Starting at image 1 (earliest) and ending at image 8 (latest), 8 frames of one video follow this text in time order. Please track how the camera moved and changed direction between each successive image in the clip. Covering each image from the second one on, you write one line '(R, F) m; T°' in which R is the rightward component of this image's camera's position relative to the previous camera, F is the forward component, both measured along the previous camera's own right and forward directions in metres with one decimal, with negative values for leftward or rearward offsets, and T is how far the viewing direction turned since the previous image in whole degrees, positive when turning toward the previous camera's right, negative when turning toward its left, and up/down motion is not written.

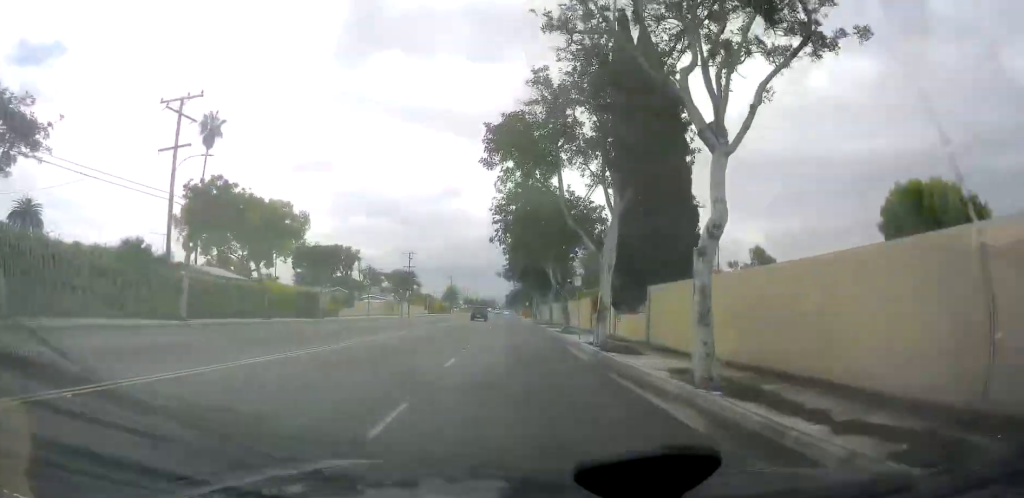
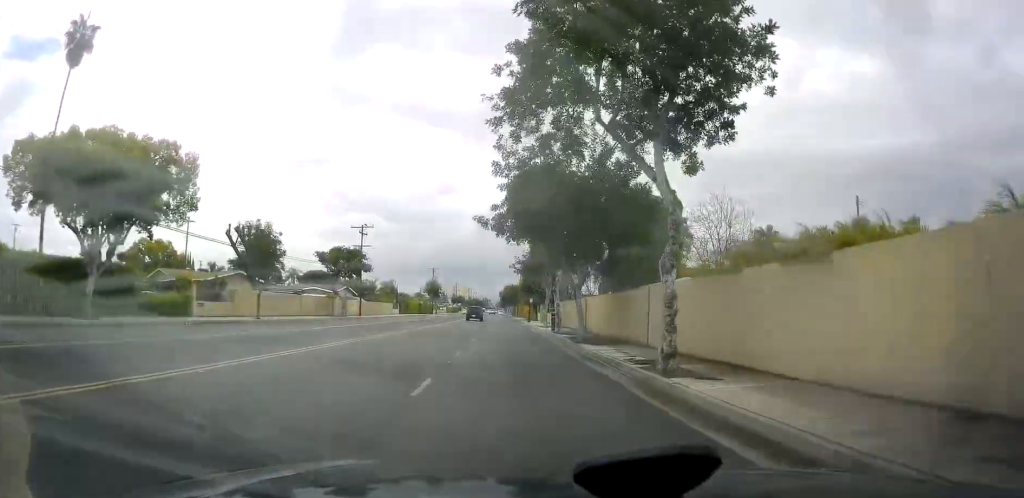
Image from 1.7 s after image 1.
(+0.8, +33.4) m; +1°
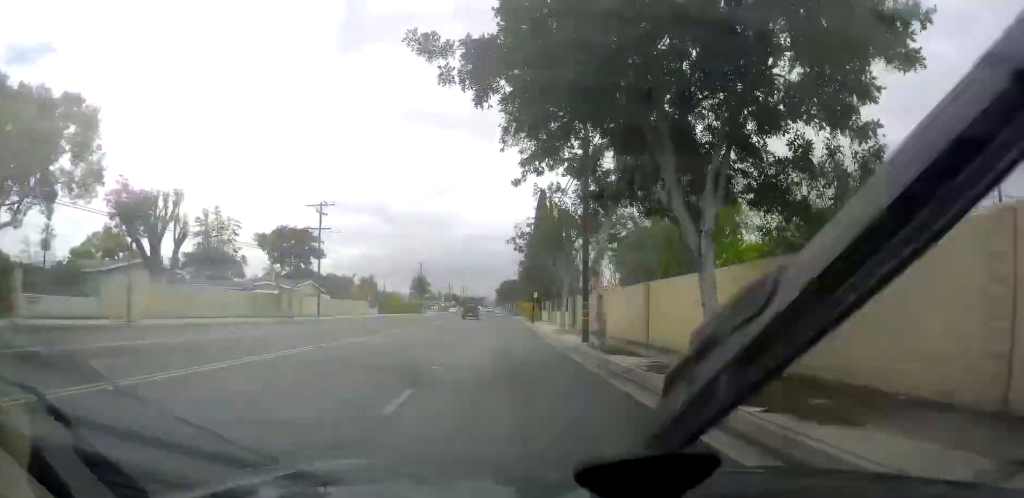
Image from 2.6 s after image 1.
(-0.4, +16.3) m; -2°
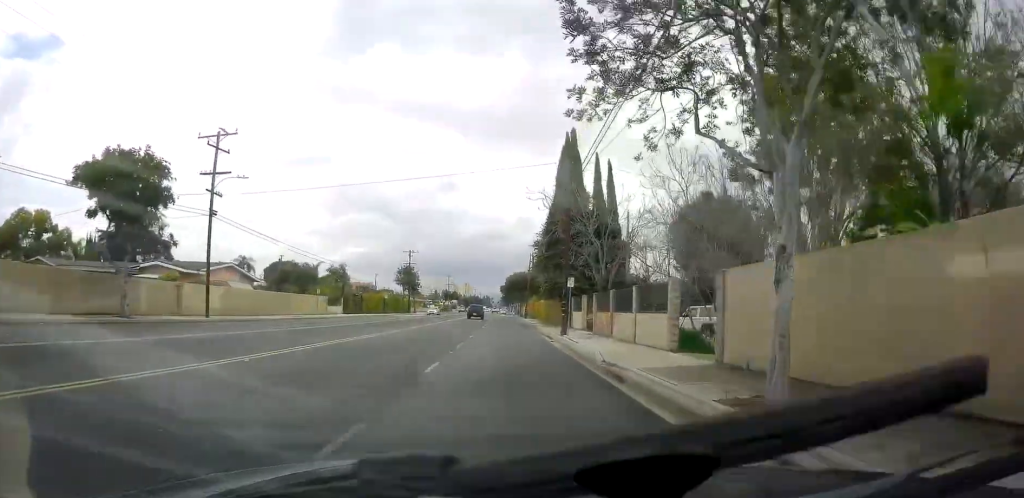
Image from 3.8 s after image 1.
(-0.7, +24.9) m; -1°
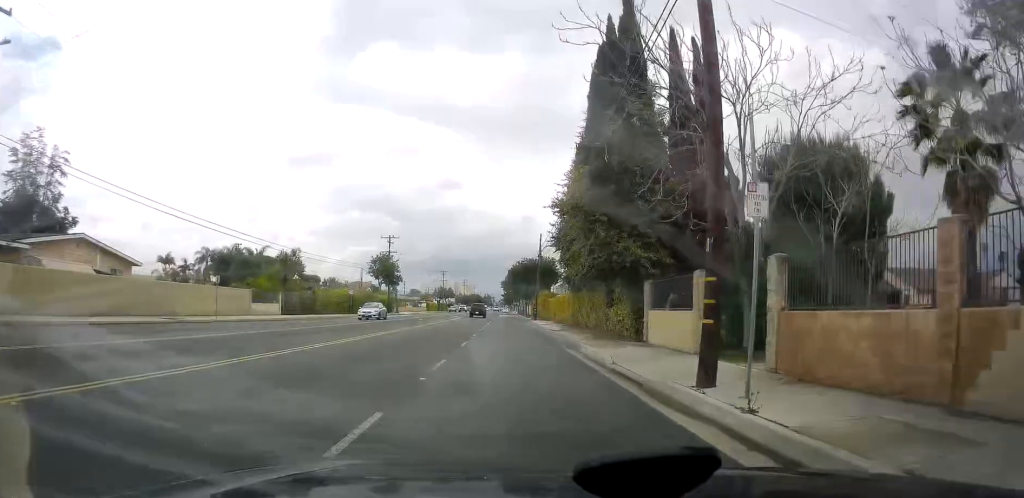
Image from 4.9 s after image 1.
(+0.6, +21.6) m; +2°
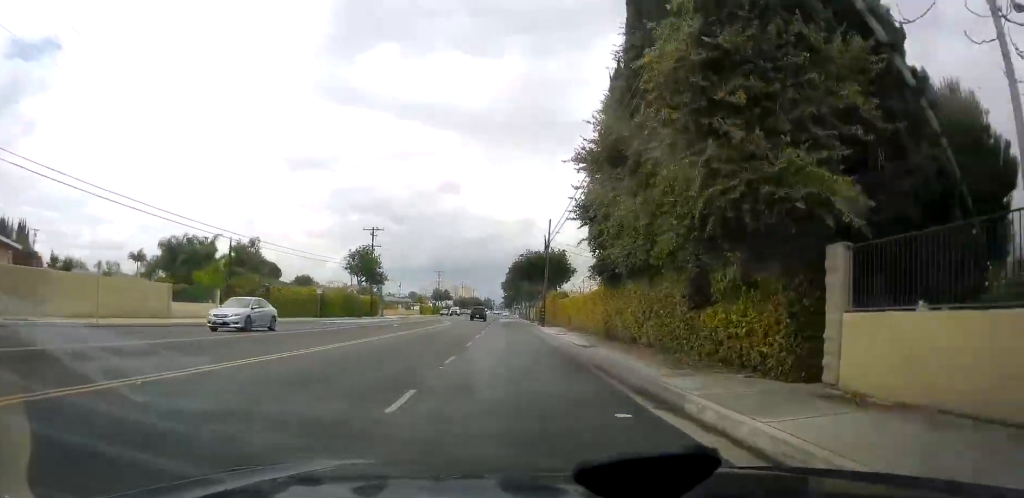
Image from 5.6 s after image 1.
(0.0, +12.4) m; 0°
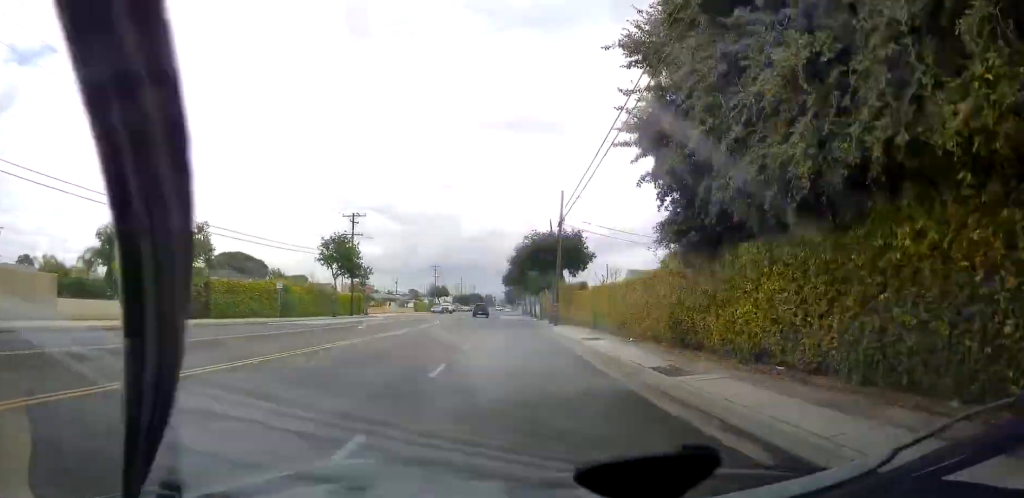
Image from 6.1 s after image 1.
(0.0, +11.1) m; 0°
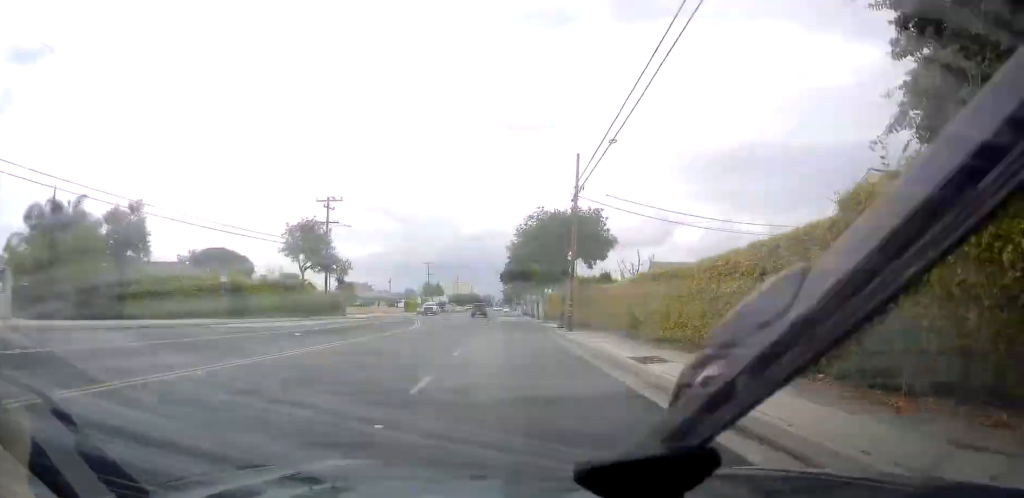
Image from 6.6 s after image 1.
(0.0, +9.8) m; 0°
